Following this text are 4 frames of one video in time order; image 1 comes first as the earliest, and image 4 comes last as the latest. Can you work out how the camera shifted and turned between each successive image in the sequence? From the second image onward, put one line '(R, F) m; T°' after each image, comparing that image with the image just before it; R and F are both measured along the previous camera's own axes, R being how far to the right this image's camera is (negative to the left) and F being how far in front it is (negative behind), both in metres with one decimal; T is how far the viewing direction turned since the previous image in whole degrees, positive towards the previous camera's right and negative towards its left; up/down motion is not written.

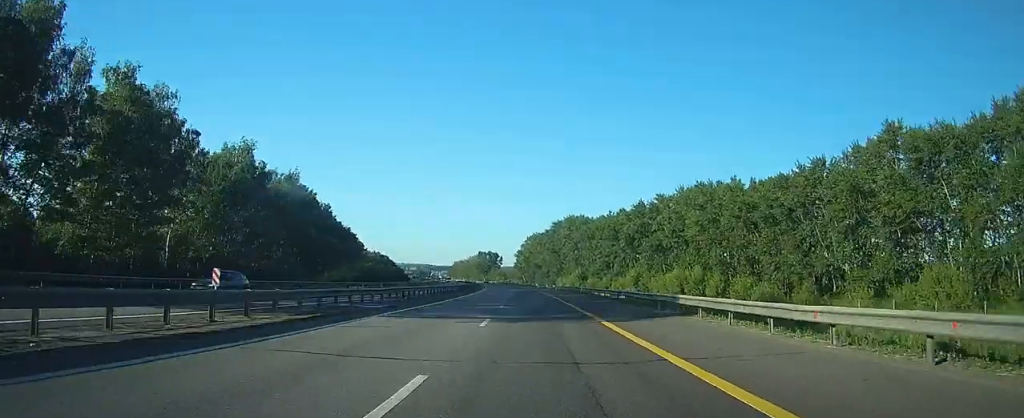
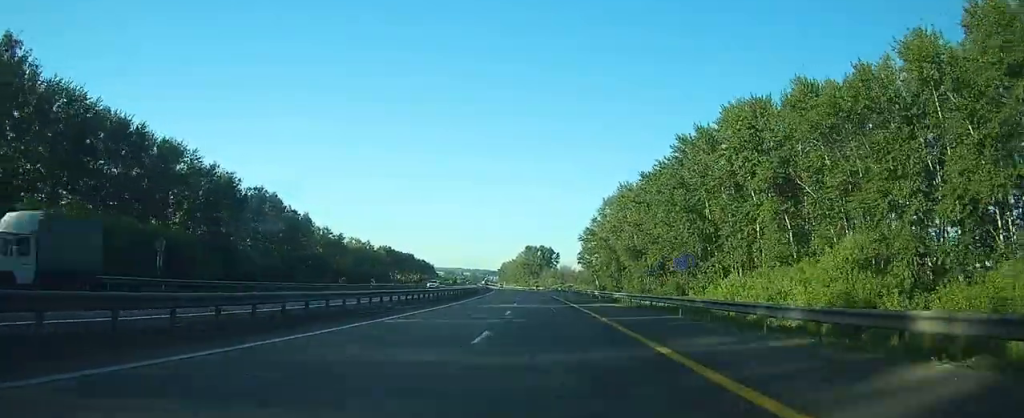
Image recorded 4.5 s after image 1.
(-7.0, +138.2) m; -5°
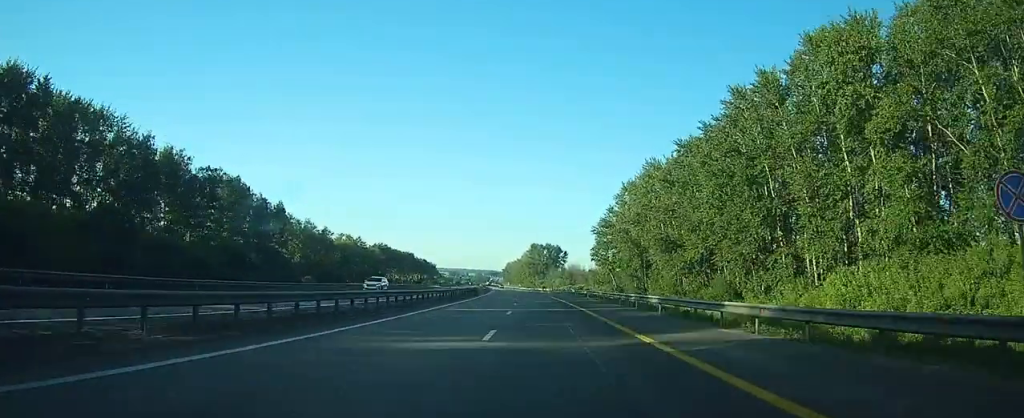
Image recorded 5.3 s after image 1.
(-0.1, +23.5) m; -1°
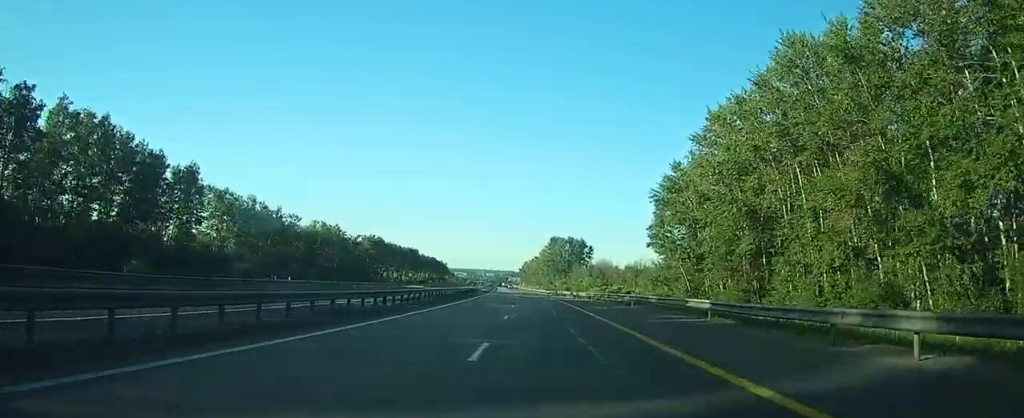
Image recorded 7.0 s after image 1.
(-0.6, +52.0) m; -1°
